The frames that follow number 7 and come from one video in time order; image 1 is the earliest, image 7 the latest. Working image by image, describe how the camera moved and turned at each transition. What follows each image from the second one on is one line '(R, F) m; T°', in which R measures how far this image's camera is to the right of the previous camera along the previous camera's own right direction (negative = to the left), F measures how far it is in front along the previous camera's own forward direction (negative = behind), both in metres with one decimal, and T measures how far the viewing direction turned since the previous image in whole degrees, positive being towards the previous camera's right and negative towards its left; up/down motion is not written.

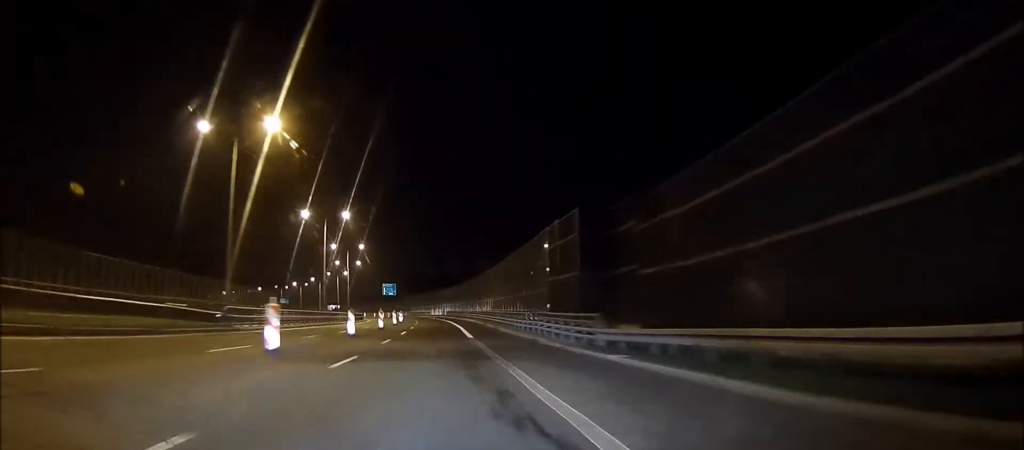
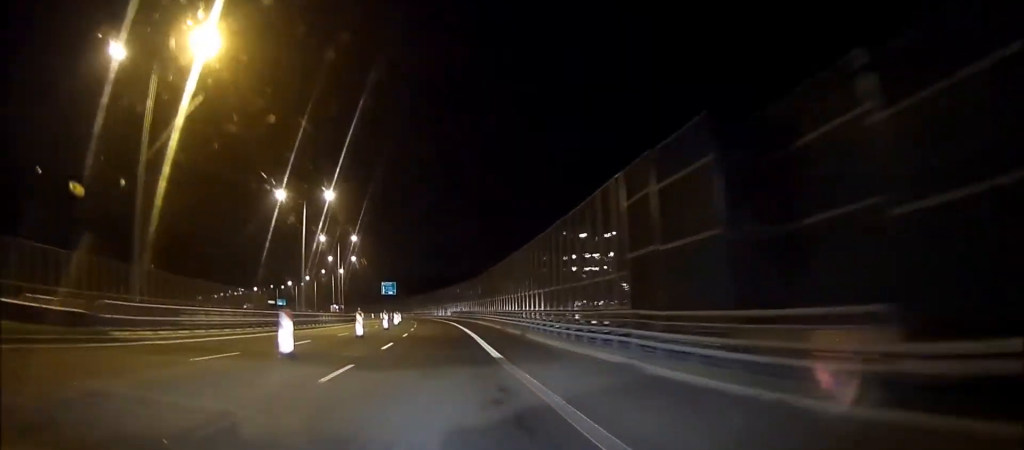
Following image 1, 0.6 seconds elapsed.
(-0.1, +13.9) m; 0°
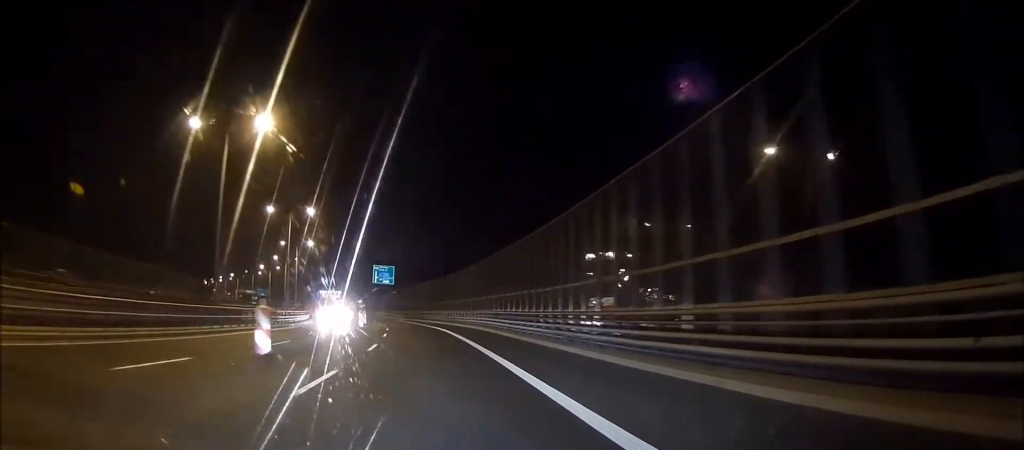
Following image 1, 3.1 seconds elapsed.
(-2.1, +61.7) m; -5°
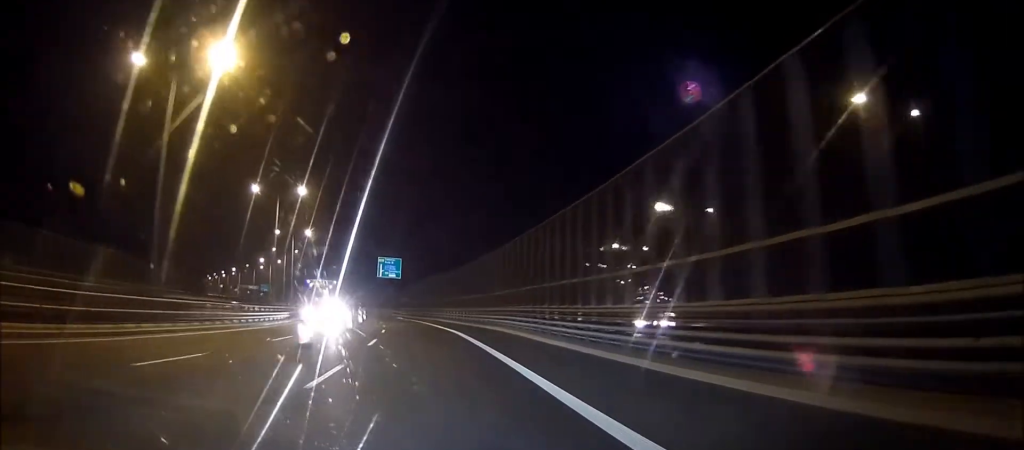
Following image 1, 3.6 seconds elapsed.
(-0.1, +11.3) m; -1°
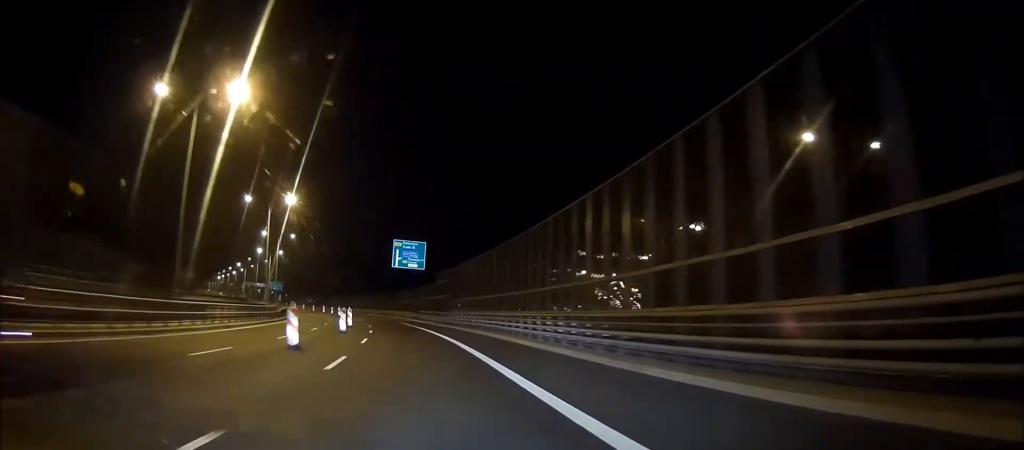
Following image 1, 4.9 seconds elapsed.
(-1.1, +32.1) m; -5°
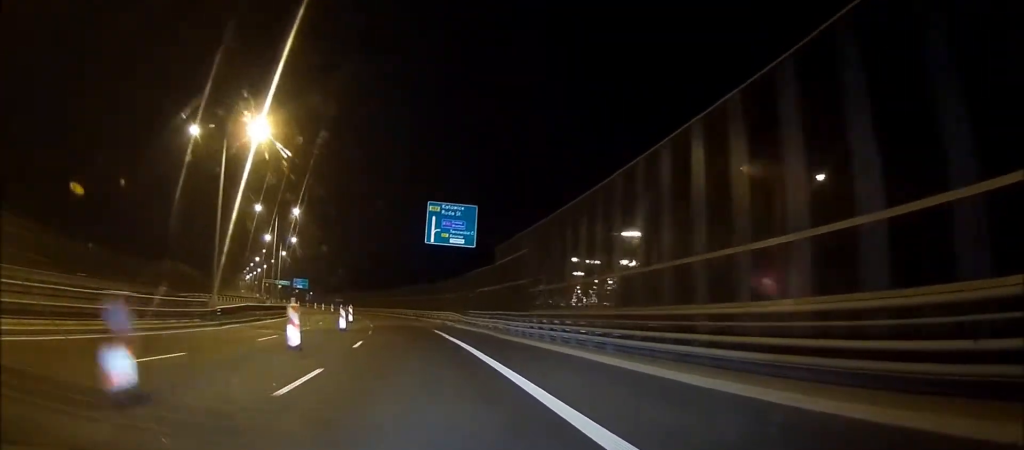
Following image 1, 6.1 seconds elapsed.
(-1.3, +28.7) m; -5°
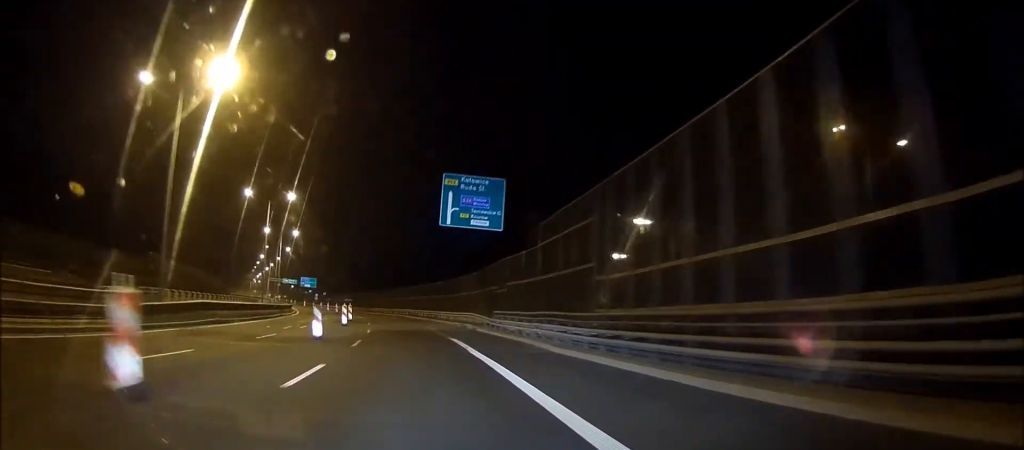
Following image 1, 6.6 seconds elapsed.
(-0.2, +11.2) m; -2°
